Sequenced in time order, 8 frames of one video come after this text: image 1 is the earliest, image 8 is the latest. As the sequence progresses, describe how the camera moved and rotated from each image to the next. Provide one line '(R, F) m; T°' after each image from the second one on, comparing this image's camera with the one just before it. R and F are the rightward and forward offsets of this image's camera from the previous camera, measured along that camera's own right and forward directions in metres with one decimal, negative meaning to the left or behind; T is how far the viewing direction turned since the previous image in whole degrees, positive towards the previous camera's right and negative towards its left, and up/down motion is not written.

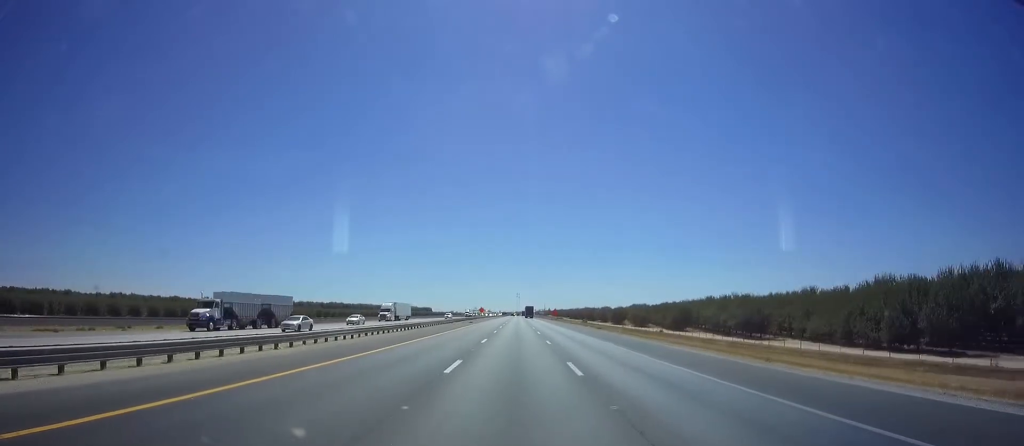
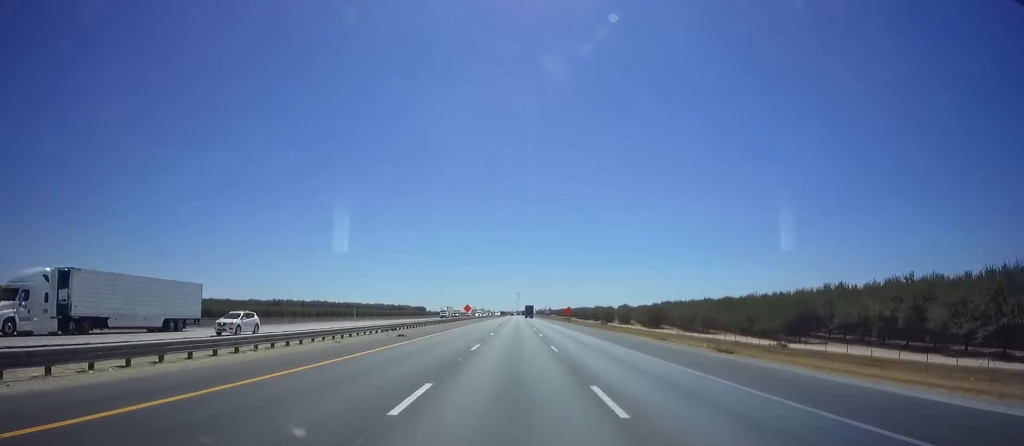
(+0.8, +50.1) m; +1°
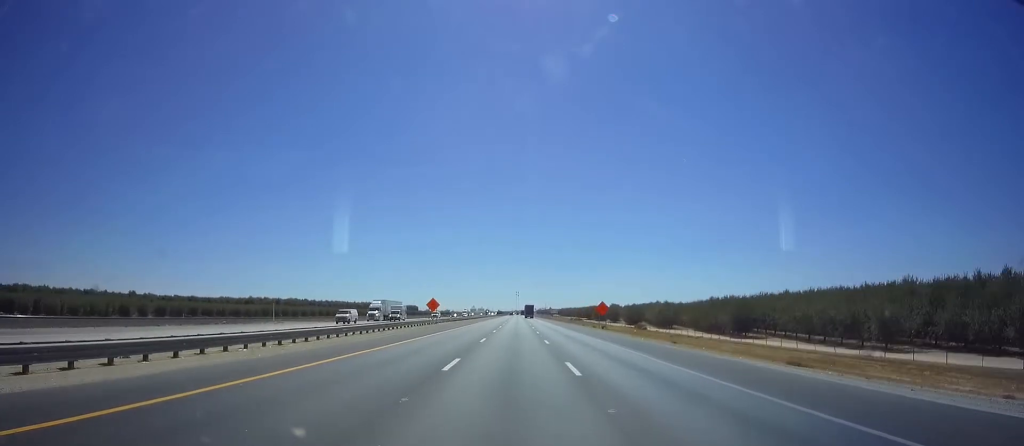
(-0.5, +52.3) m; -1°
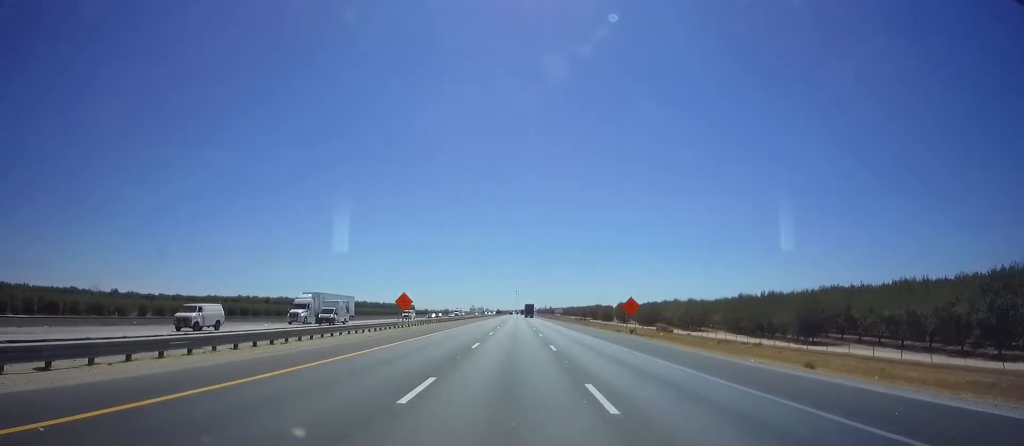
(-0.5, +20.1) m; 0°
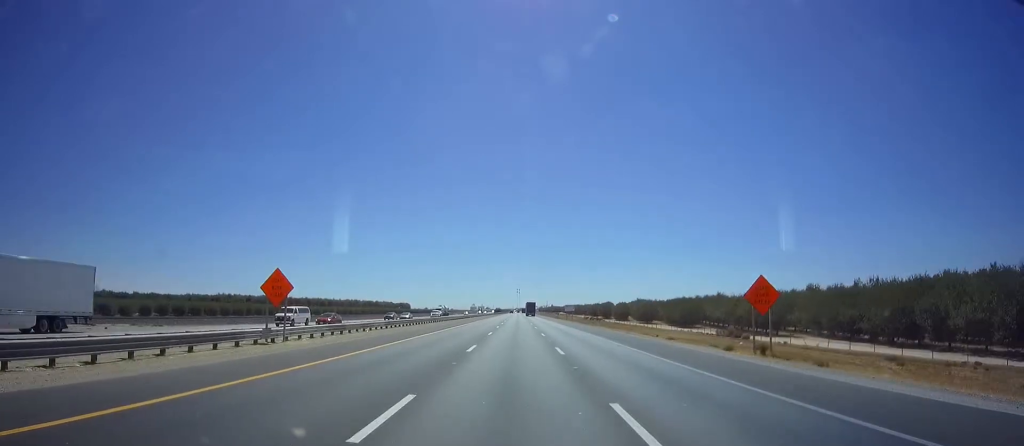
(+0.6, +32.3) m; +1°
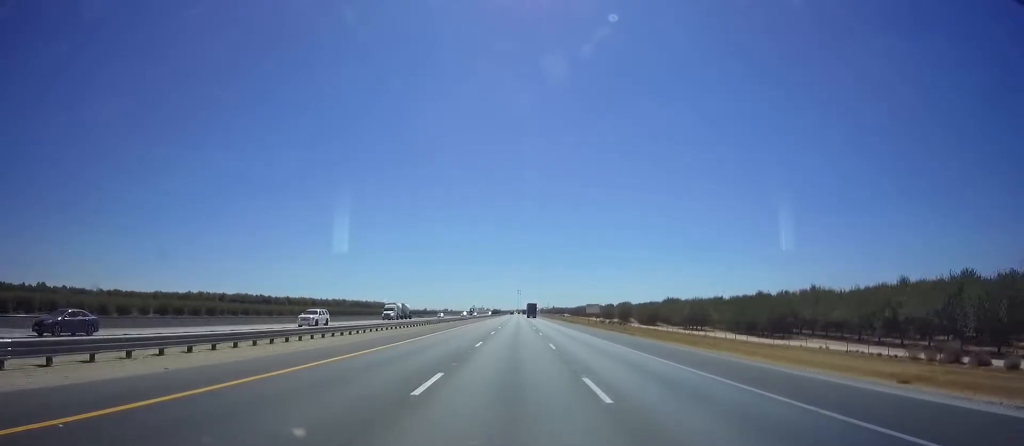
(+0.1, +40.1) m; 0°
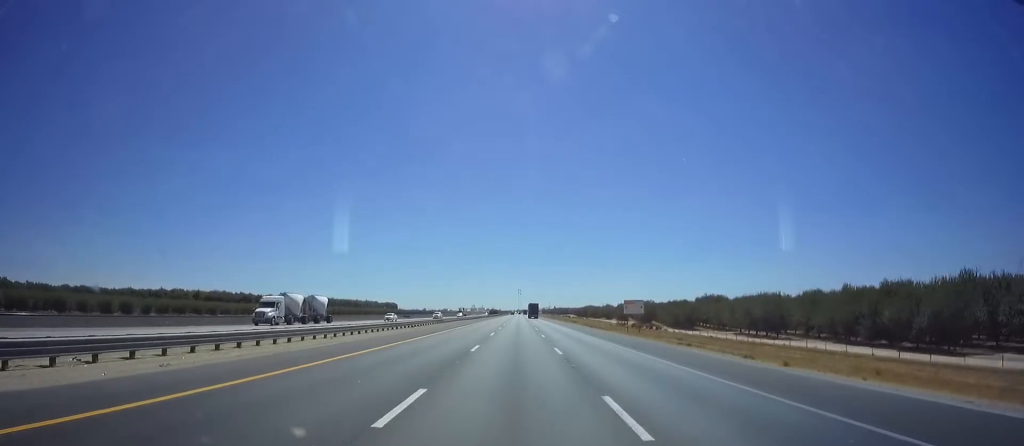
(-0.1, +32.3) m; -1°
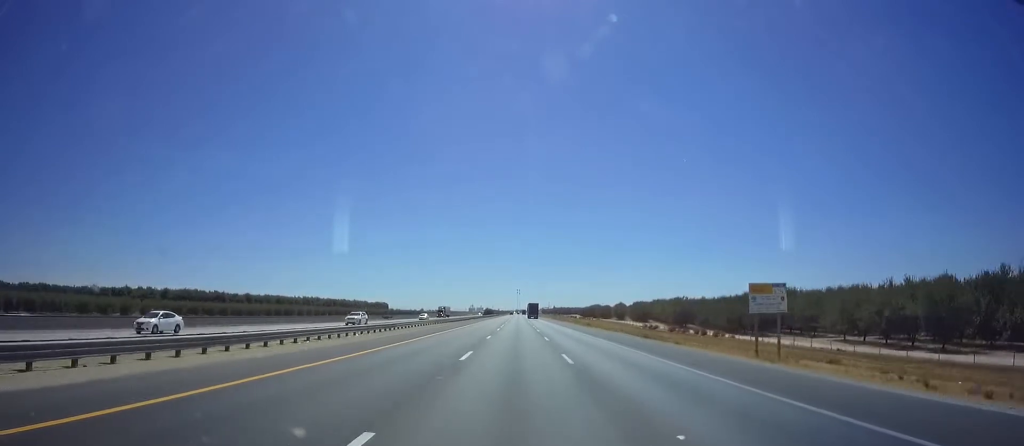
(-0.6, +33.4) m; 0°
